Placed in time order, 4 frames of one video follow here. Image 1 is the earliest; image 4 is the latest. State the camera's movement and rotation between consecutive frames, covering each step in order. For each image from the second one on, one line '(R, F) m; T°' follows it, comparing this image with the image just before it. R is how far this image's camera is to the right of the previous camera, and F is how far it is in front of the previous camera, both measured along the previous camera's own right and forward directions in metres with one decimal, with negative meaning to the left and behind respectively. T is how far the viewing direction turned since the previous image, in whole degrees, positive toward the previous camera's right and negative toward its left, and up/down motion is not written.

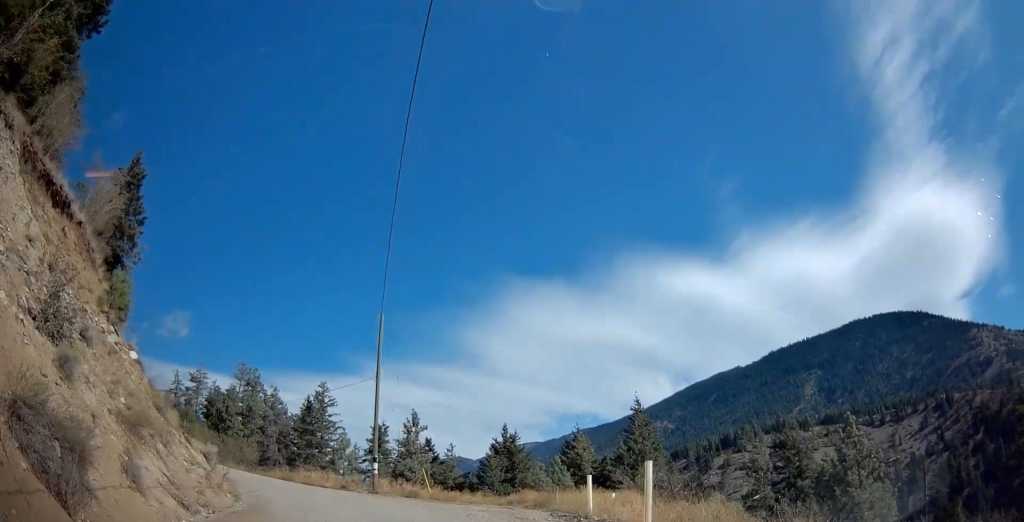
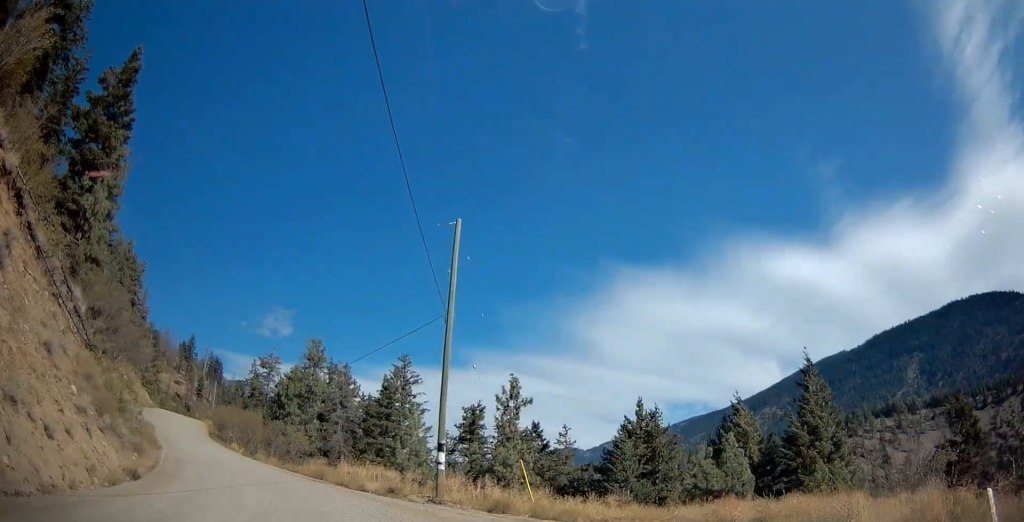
(0.0, +16.4) m; -4°
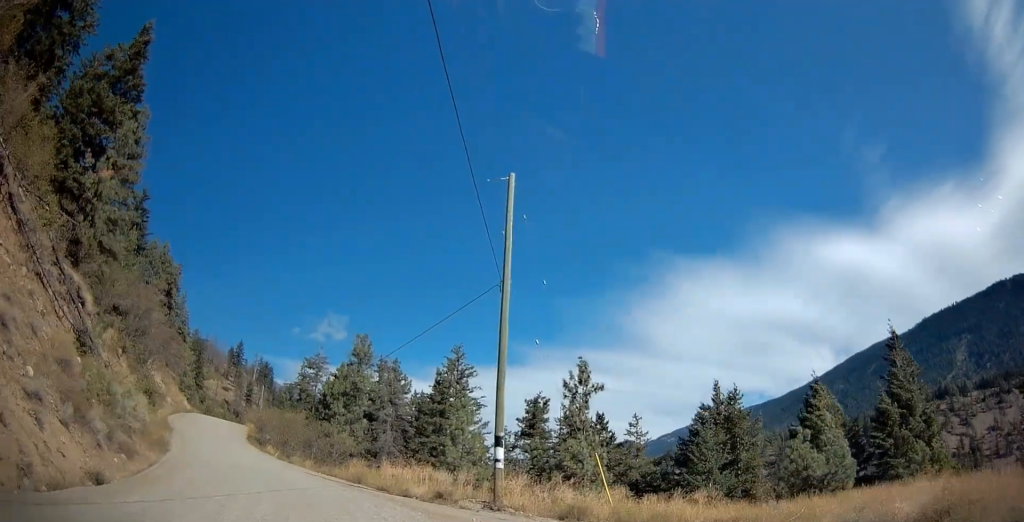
(-0.3, +4.5) m; -7°
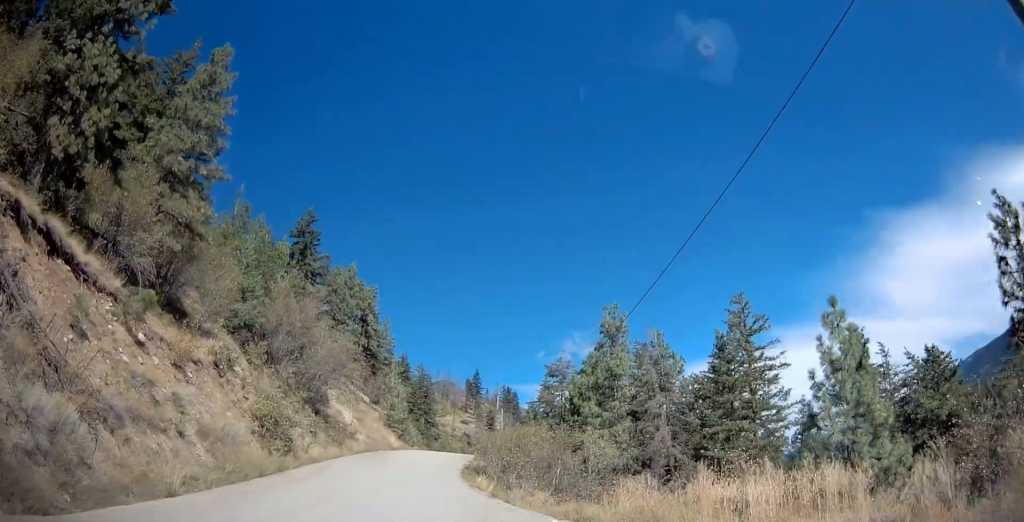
(-3.5, +16.0) m; -25°
